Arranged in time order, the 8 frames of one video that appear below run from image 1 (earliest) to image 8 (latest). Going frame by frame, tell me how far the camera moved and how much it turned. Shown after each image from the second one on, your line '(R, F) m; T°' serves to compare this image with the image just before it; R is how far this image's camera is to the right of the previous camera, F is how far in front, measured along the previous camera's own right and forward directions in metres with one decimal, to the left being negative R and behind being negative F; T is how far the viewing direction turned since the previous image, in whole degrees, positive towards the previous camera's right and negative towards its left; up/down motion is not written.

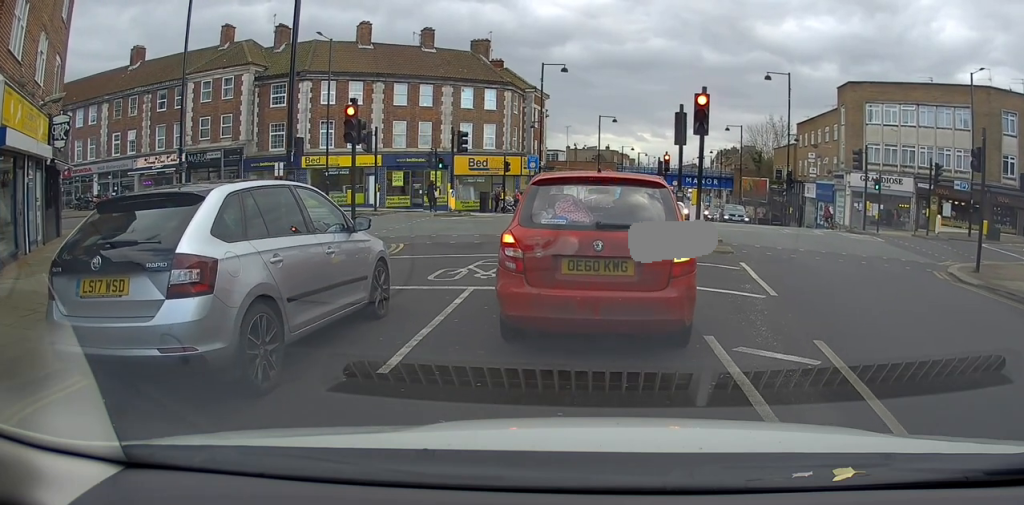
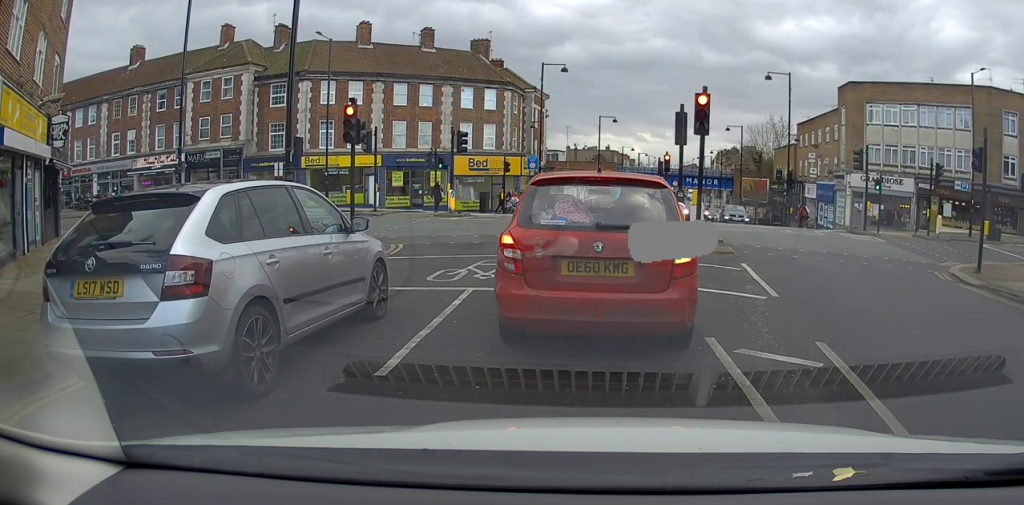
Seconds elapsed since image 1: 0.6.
(0.0, 0.0) m; 0°
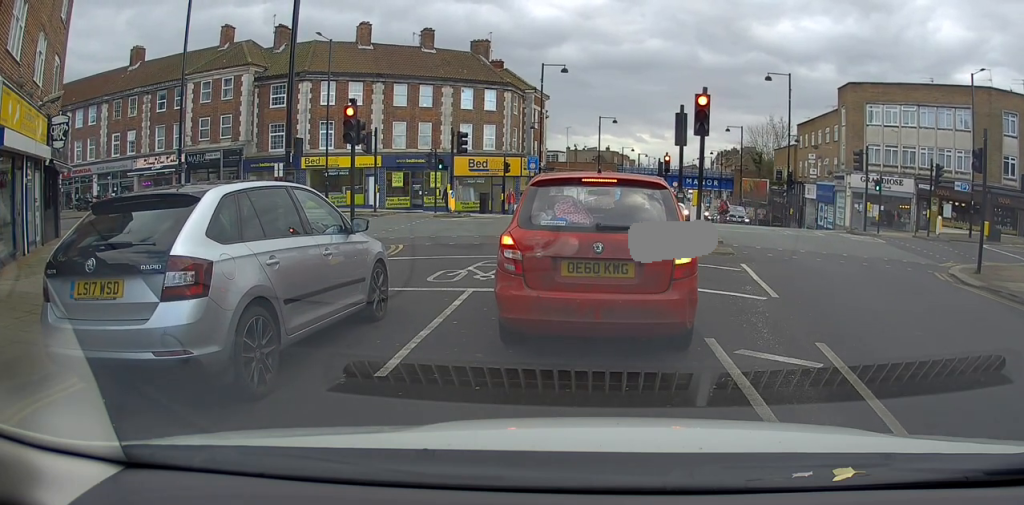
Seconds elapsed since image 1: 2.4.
(-0.1, +0.2) m; 0°
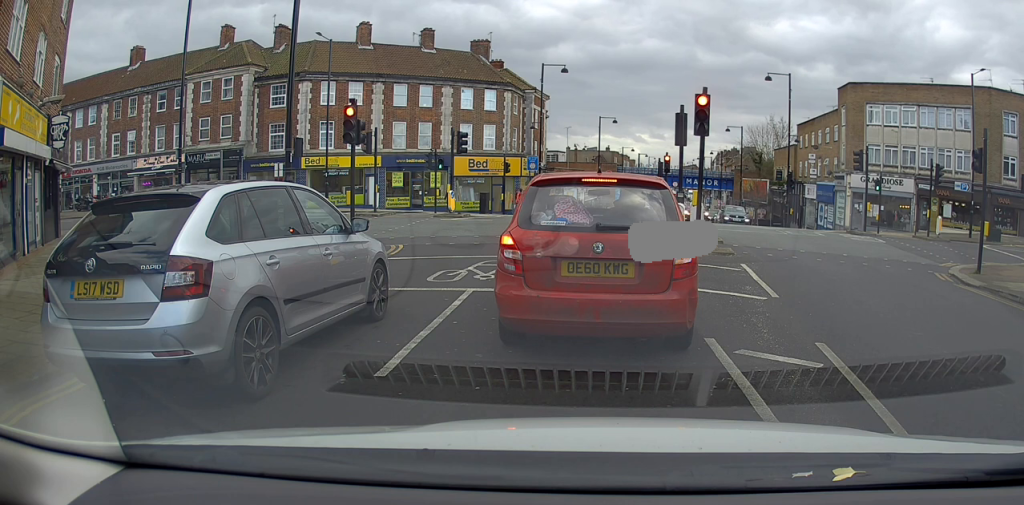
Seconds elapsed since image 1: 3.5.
(0.0, 0.0) m; 0°
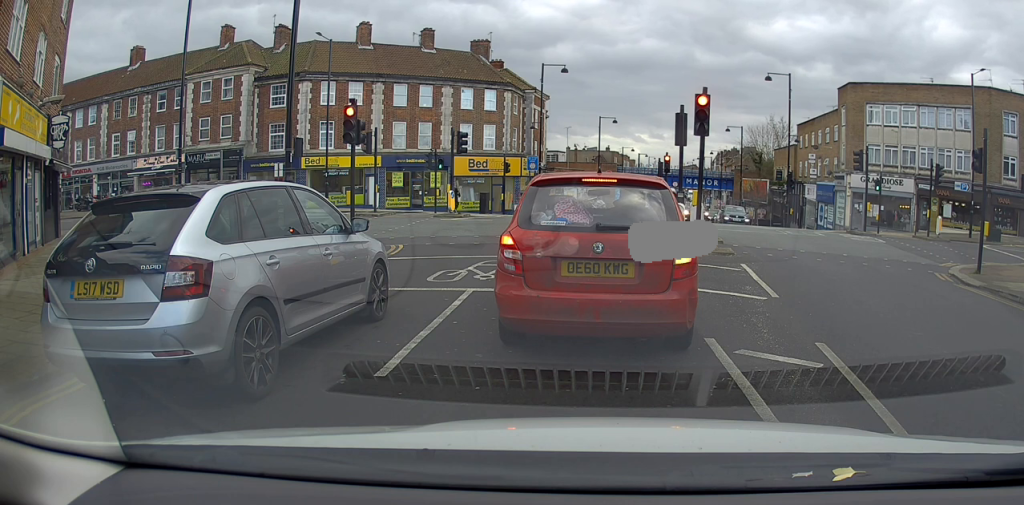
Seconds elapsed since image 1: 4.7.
(0.0, 0.0) m; 0°
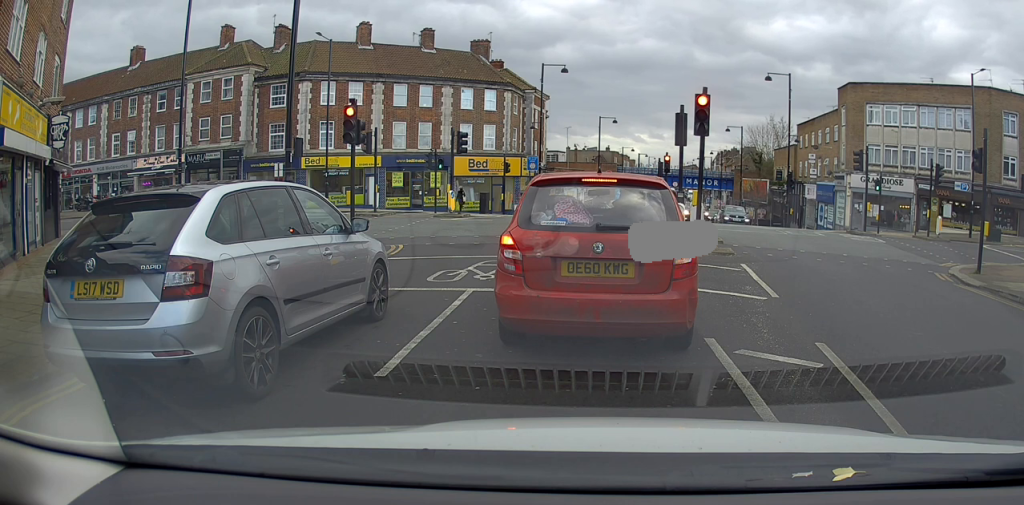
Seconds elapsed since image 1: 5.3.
(0.0, 0.0) m; 0°
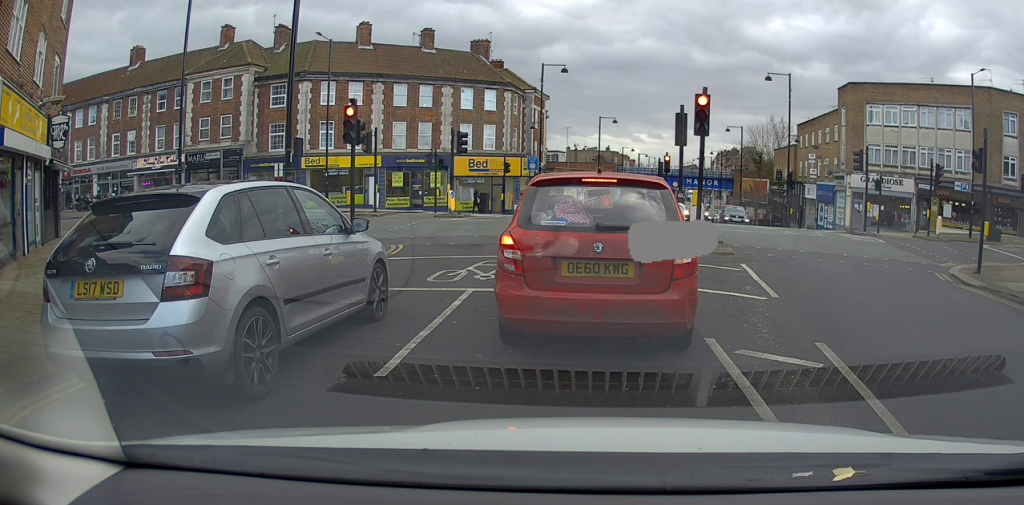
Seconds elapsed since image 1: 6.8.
(0.0, 0.0) m; 0°
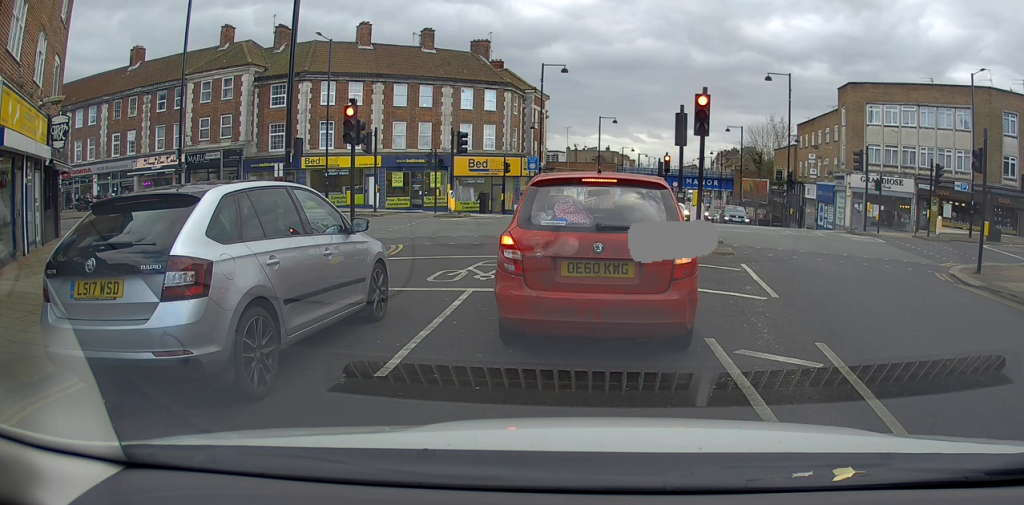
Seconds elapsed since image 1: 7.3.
(0.0, 0.0) m; 0°
